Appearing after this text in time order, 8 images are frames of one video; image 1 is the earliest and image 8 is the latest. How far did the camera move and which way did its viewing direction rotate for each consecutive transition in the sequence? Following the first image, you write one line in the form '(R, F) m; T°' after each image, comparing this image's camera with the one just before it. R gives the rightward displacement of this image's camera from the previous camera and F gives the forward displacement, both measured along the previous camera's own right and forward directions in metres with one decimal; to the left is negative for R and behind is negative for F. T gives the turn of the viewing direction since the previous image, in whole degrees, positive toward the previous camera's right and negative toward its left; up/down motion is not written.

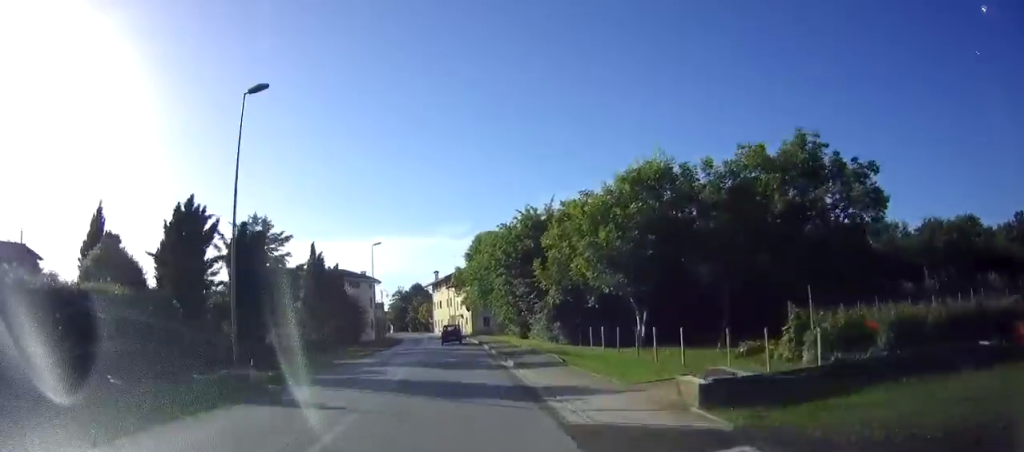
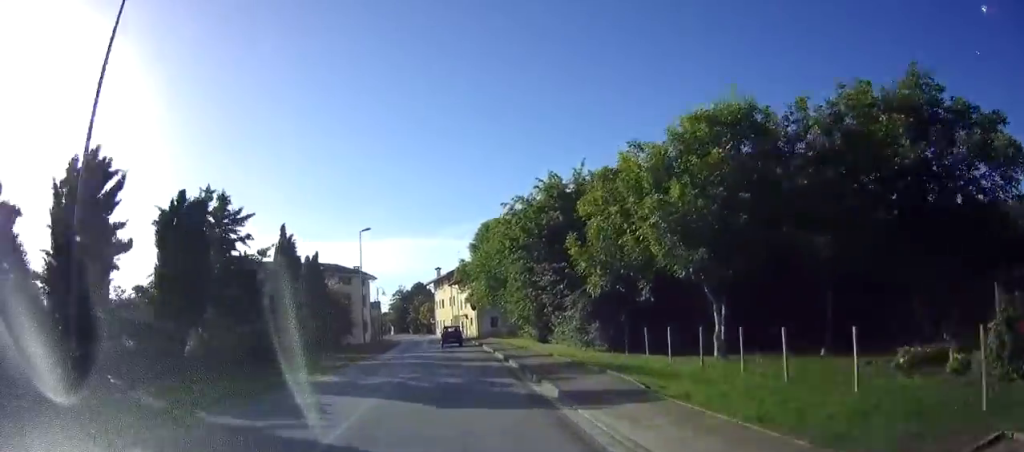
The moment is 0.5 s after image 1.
(0.0, +7.4) m; 0°
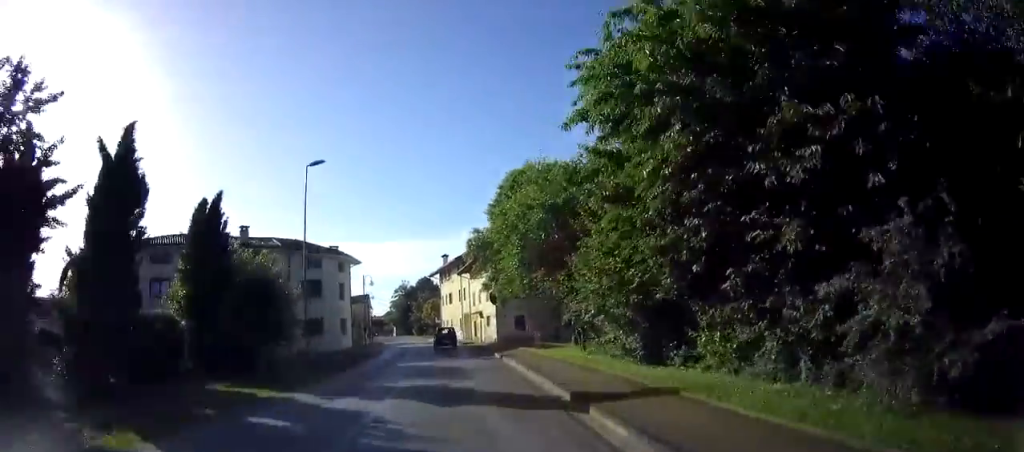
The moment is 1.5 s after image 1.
(-0.1, +17.0) m; -1°
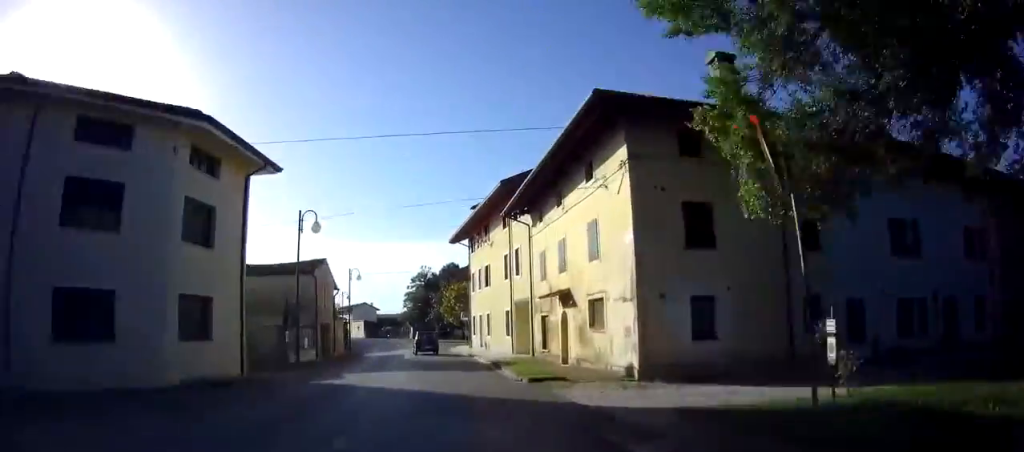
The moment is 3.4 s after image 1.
(-0.4, +30.2) m; -3°
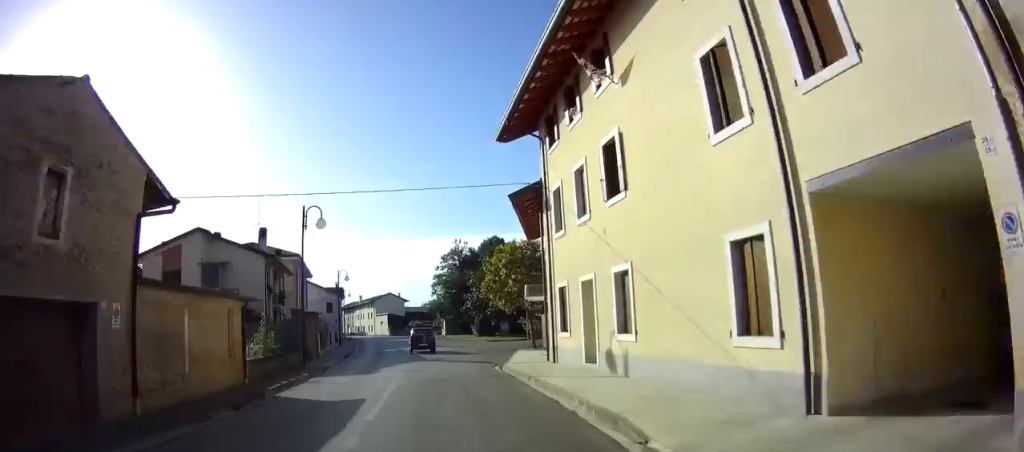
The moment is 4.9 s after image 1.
(-0.9, +22.9) m; -4°
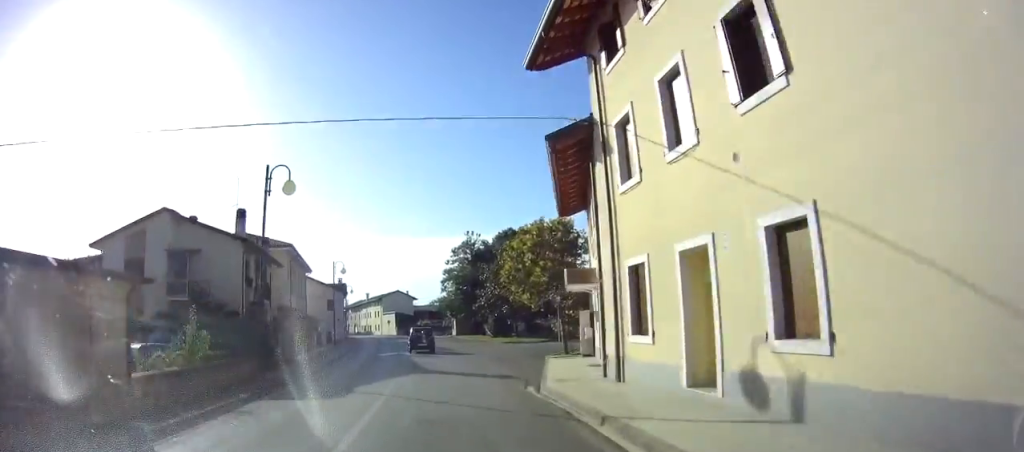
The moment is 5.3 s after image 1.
(0.0, +6.7) m; -1°
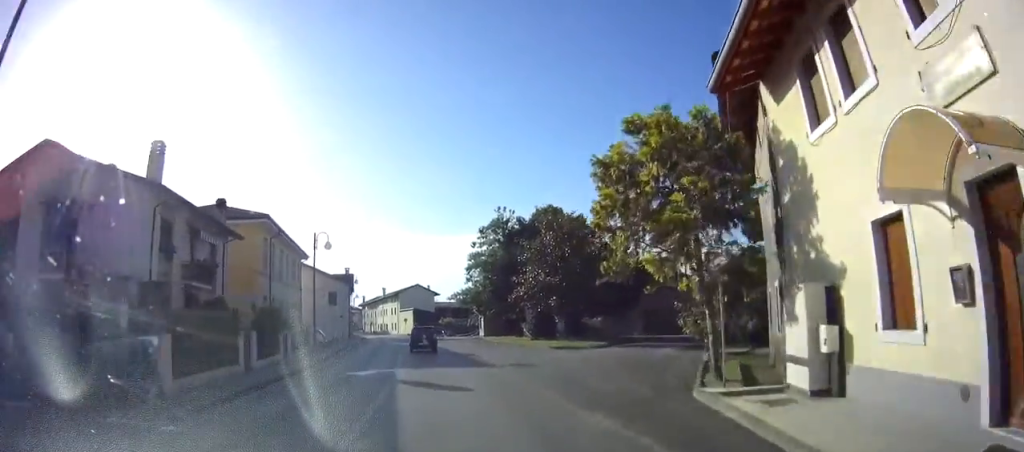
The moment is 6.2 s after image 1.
(0.0, +12.9) m; -2°
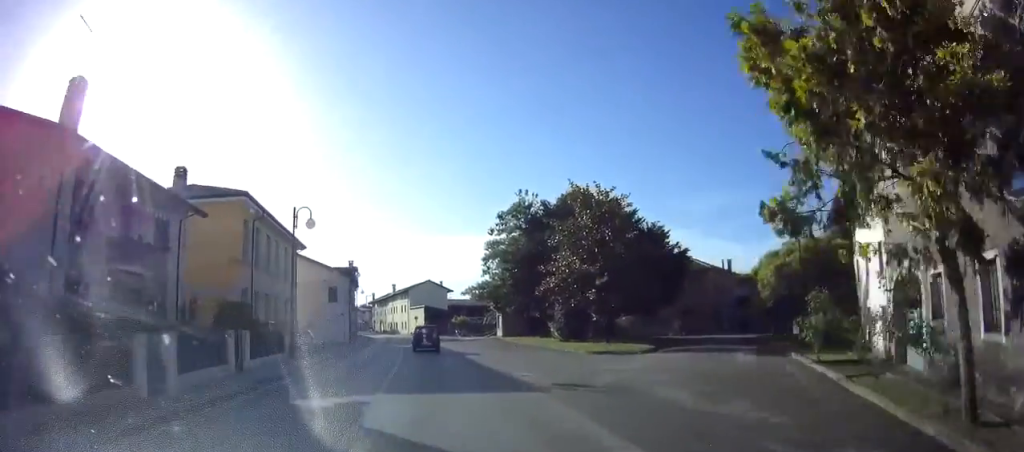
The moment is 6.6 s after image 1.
(-0.2, +6.7) m; -2°
